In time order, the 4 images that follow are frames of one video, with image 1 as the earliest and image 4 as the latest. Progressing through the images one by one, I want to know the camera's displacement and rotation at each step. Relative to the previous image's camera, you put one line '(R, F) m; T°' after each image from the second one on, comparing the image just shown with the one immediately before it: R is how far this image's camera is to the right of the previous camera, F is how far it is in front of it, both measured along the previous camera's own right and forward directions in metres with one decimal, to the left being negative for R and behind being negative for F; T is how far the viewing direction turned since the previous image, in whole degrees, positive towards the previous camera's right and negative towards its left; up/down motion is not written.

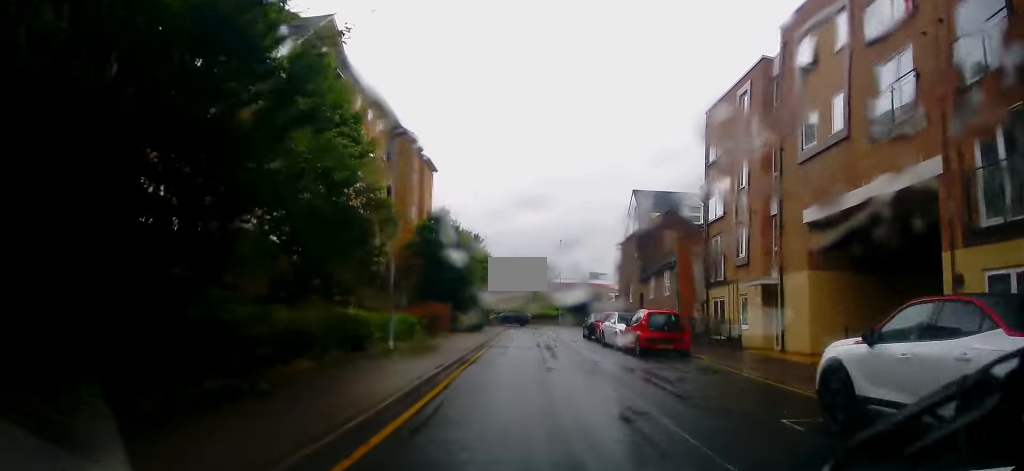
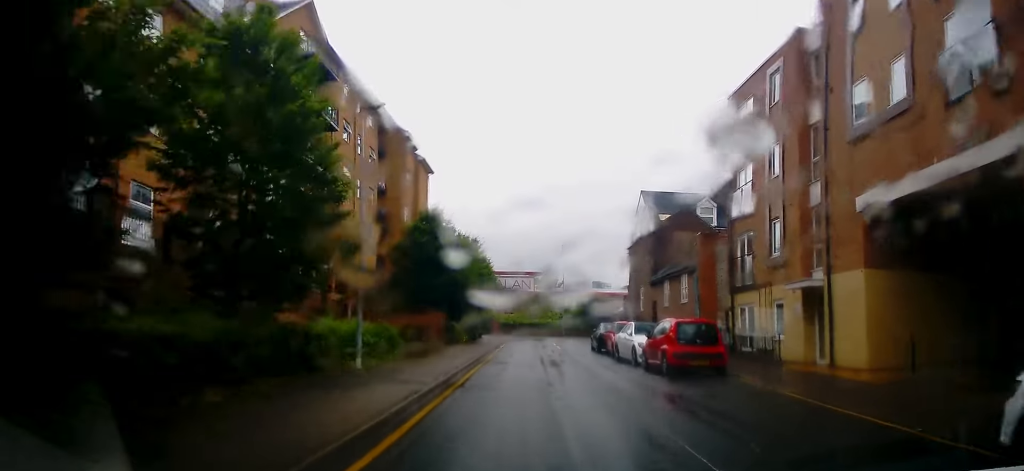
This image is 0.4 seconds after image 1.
(-0.2, +3.3) m; 0°
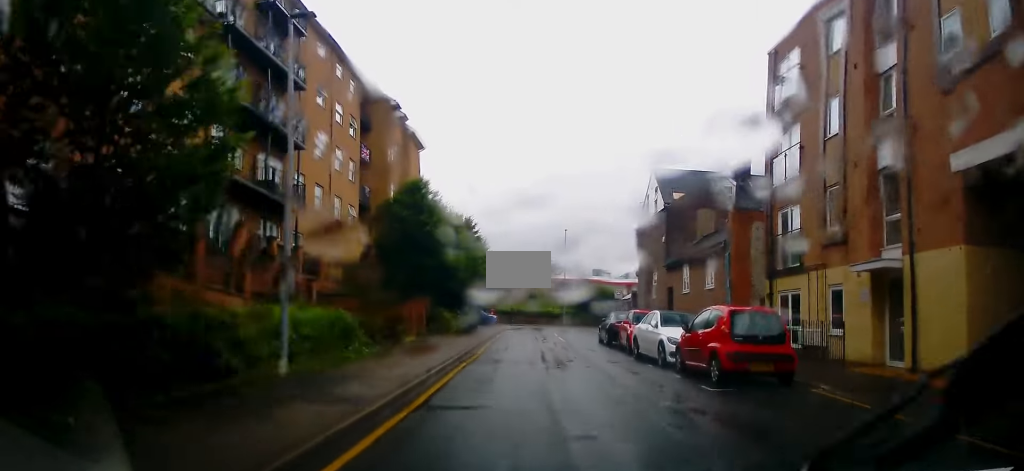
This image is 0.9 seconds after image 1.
(-0.1, +4.2) m; 0°
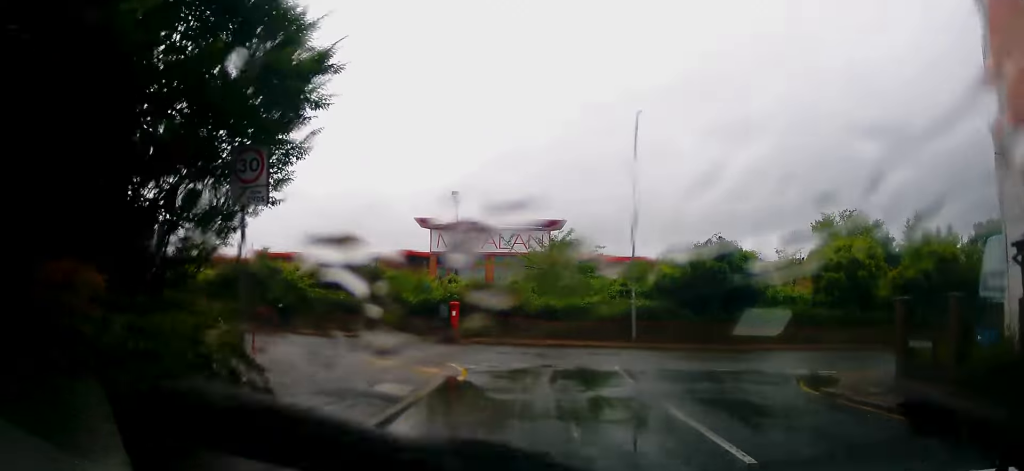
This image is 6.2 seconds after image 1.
(-0.5, +39.0) m; 0°
